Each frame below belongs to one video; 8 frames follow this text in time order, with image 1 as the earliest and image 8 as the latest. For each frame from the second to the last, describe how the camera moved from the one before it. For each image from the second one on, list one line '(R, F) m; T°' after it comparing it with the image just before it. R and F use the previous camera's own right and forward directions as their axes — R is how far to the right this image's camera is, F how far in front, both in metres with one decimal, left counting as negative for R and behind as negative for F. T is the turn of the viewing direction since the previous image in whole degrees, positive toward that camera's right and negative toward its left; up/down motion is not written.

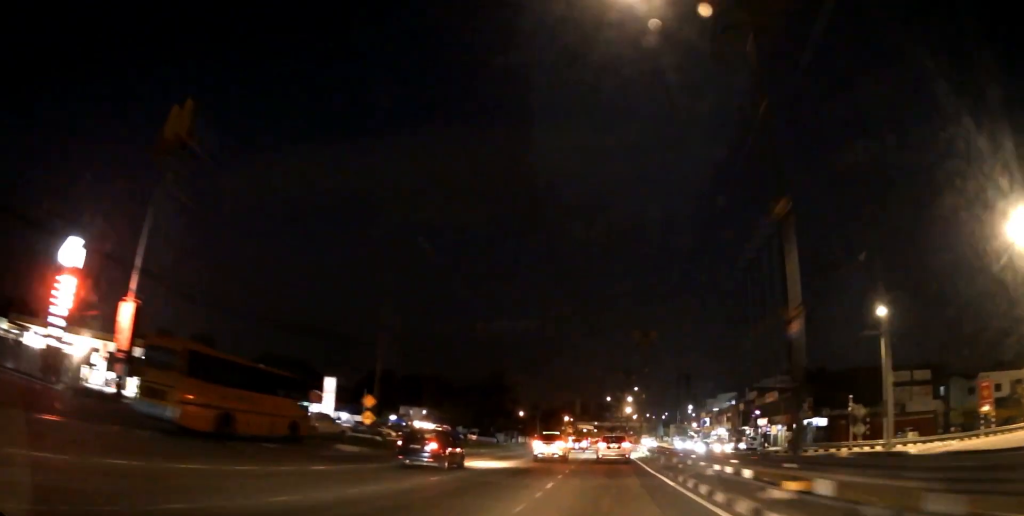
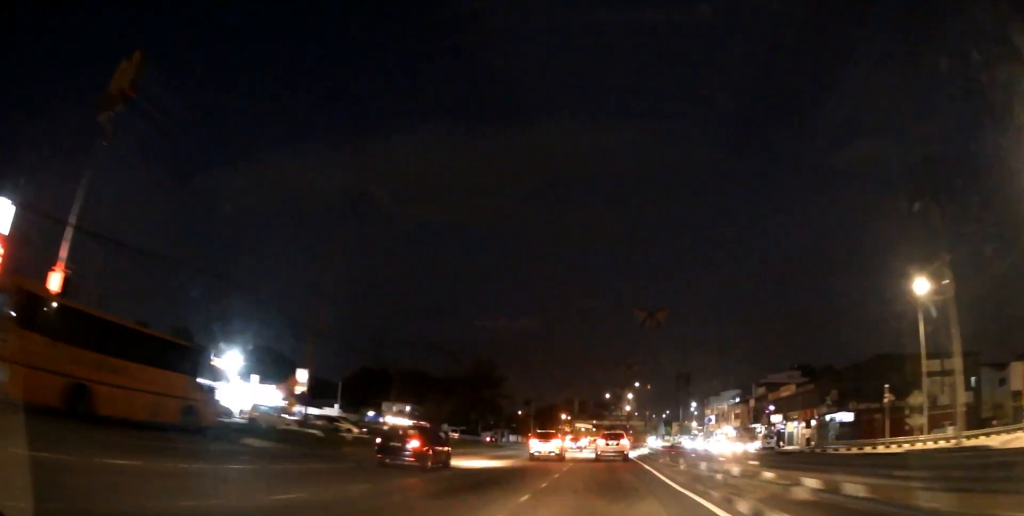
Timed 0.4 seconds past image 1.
(0.0, +8.3) m; 0°
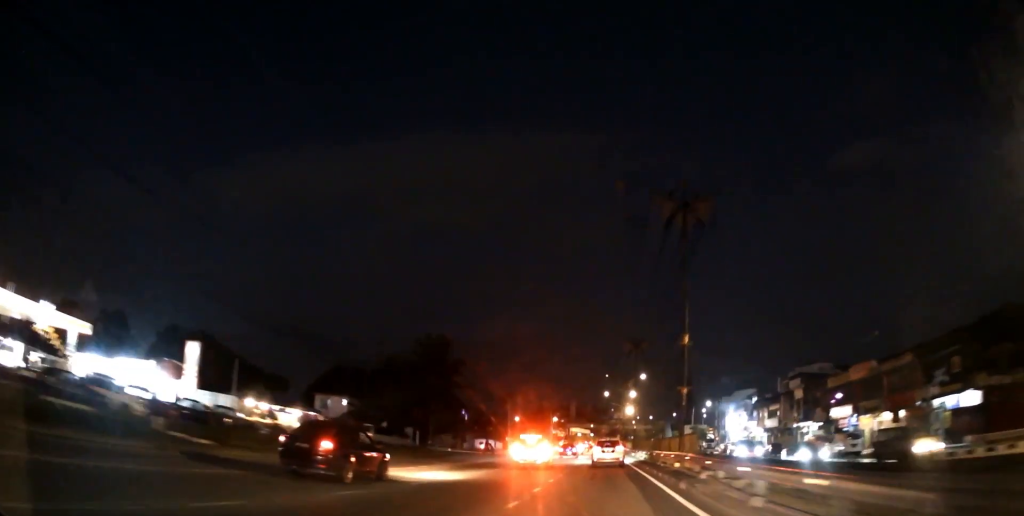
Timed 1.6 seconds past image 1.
(0.0, +22.5) m; 0°
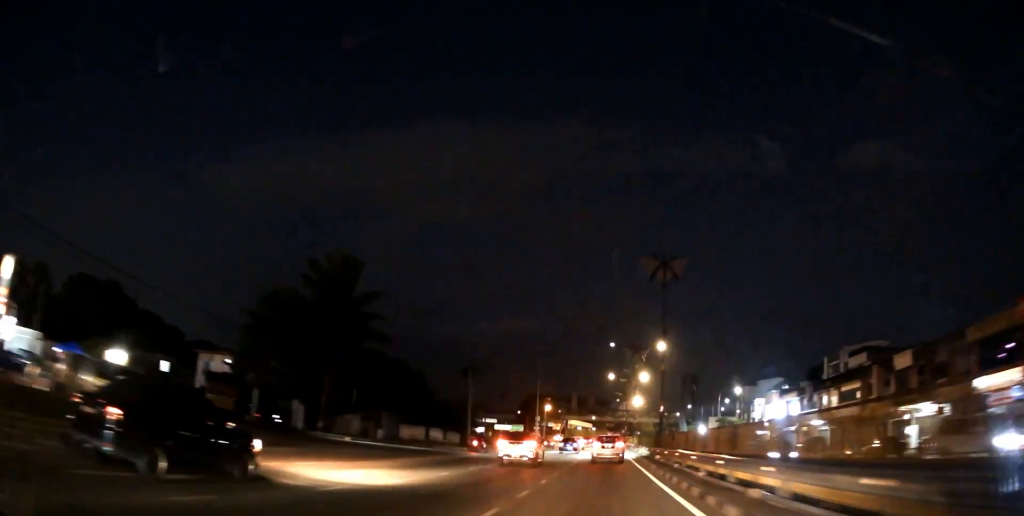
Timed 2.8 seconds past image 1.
(0.0, +25.4) m; 0°
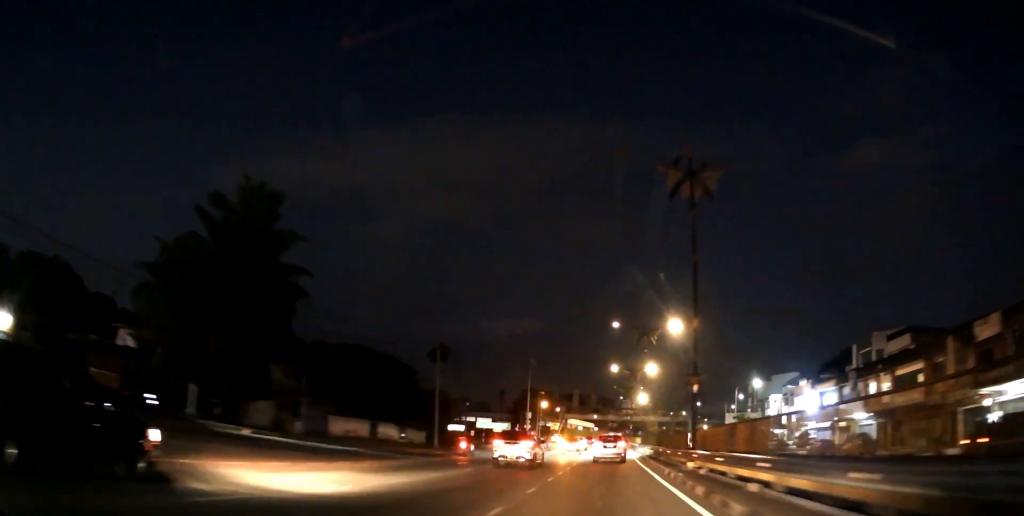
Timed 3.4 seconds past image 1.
(0.0, +11.7) m; 0°
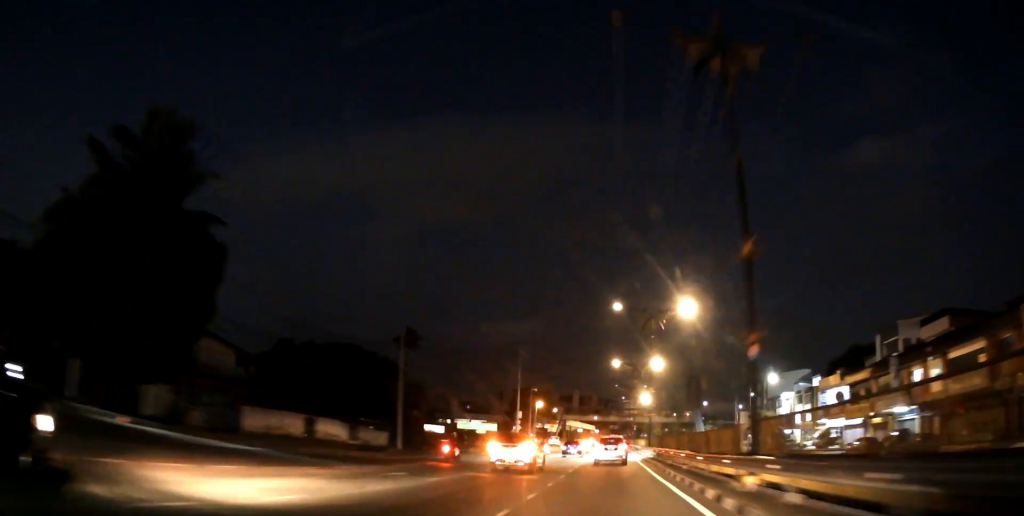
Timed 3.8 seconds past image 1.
(0.0, +8.4) m; 0°
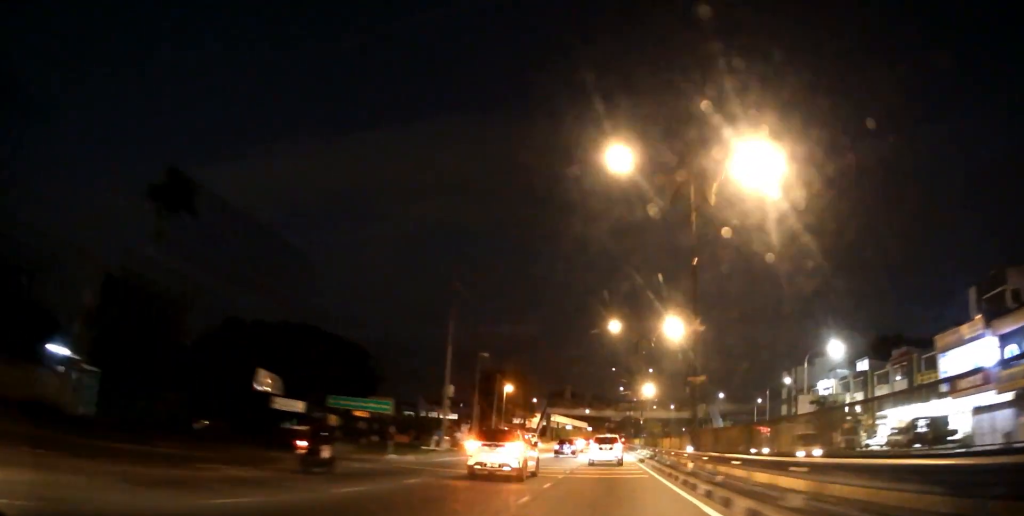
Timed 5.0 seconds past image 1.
(0.0, +25.3) m; 0°
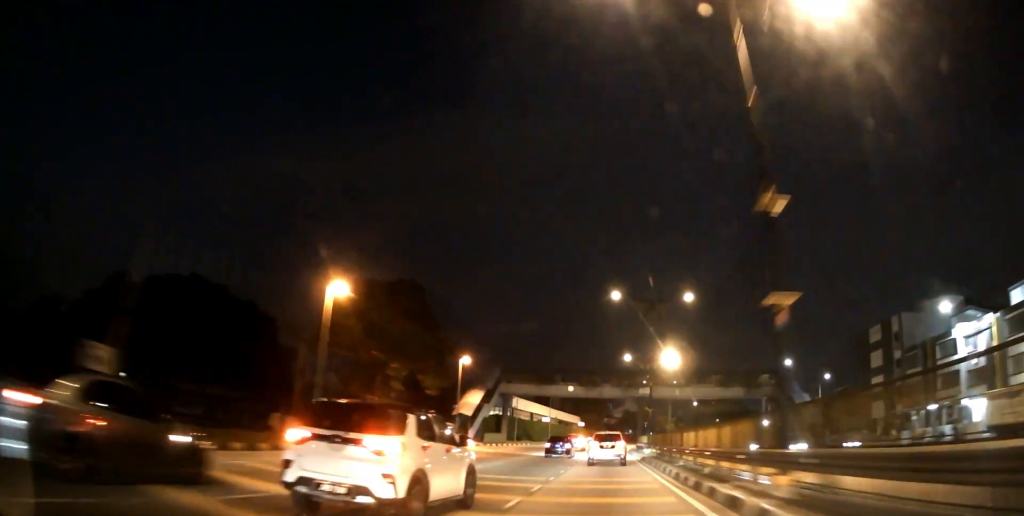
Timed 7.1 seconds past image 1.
(+0.2, +44.7) m; 0°
